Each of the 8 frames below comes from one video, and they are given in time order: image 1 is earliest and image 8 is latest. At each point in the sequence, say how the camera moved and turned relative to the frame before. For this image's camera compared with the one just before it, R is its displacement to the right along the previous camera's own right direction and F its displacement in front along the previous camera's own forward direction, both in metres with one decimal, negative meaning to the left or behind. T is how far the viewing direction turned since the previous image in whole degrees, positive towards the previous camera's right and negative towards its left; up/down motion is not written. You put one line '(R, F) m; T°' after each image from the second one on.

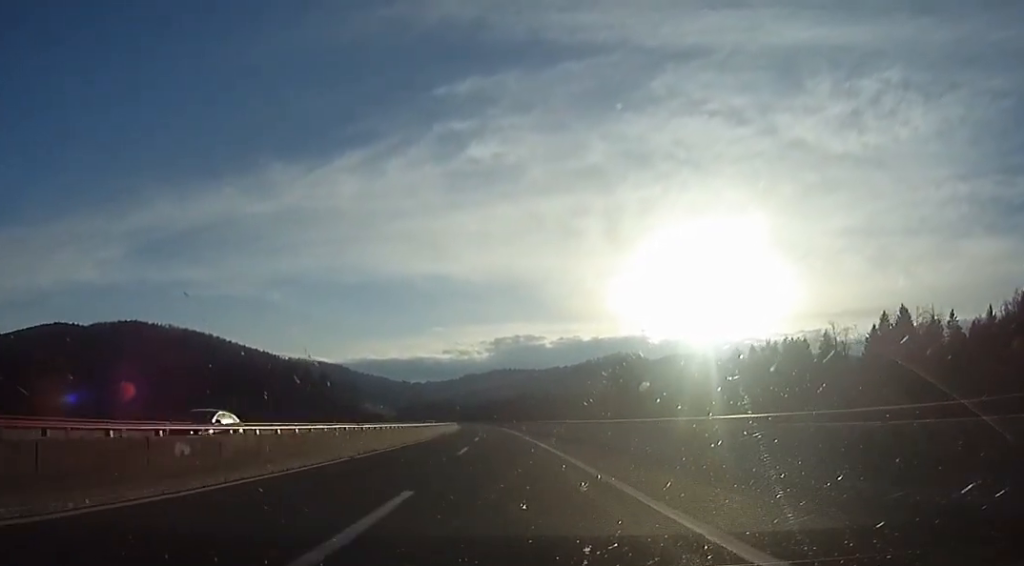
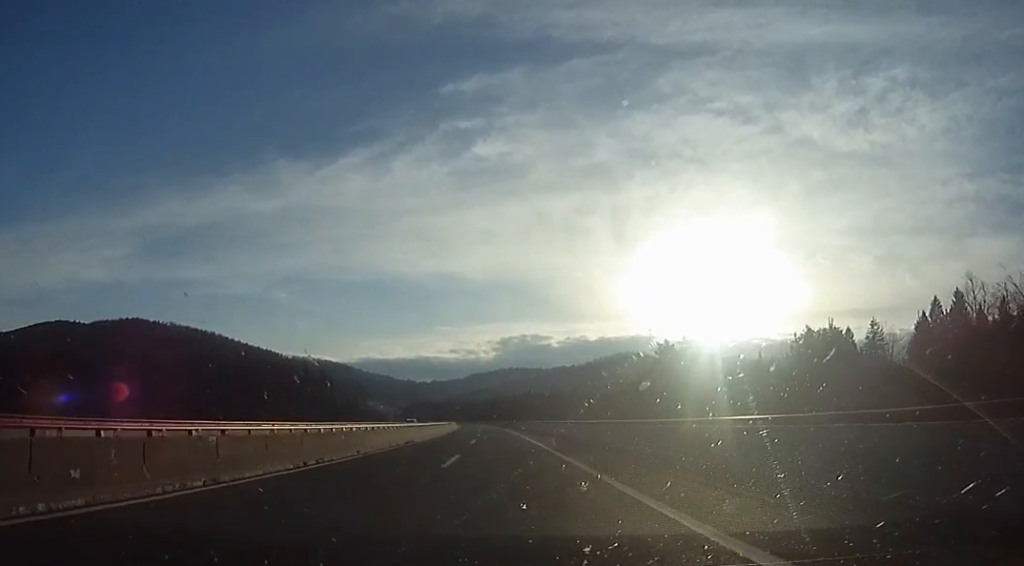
(+0.5, +24.3) m; +2°
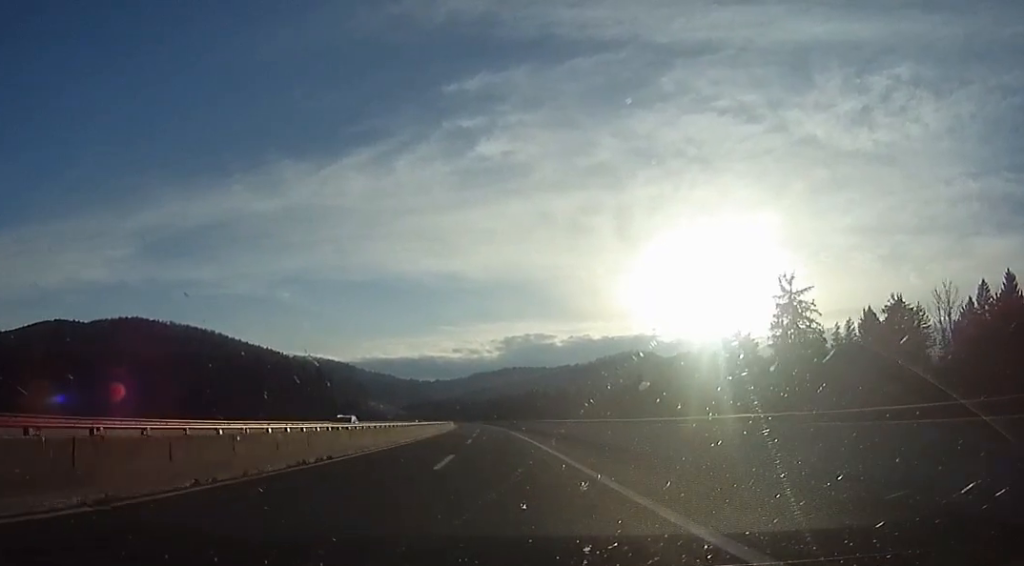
(+0.9, +20.0) m; 0°
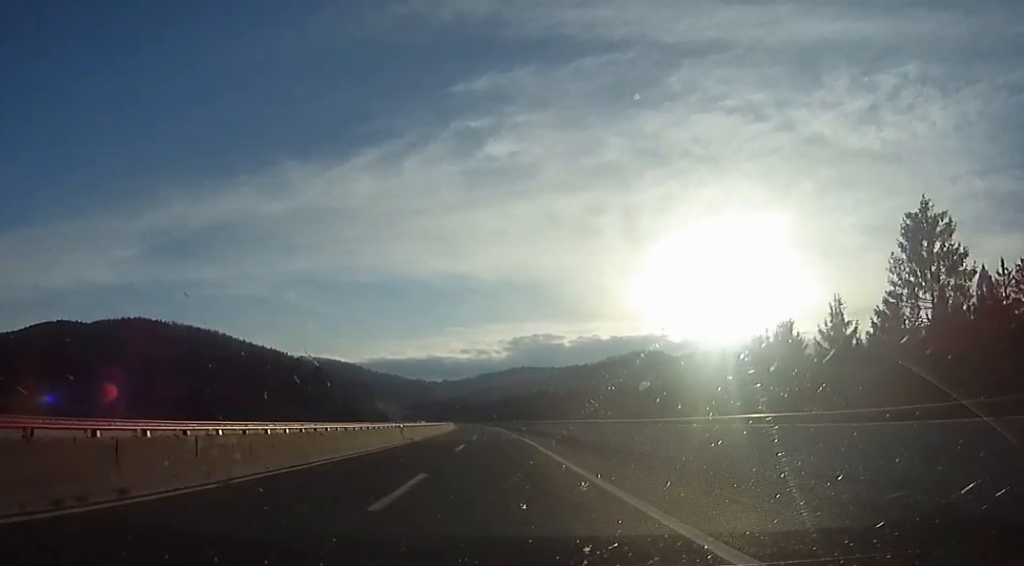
(-1.4, +25.8) m; -3°
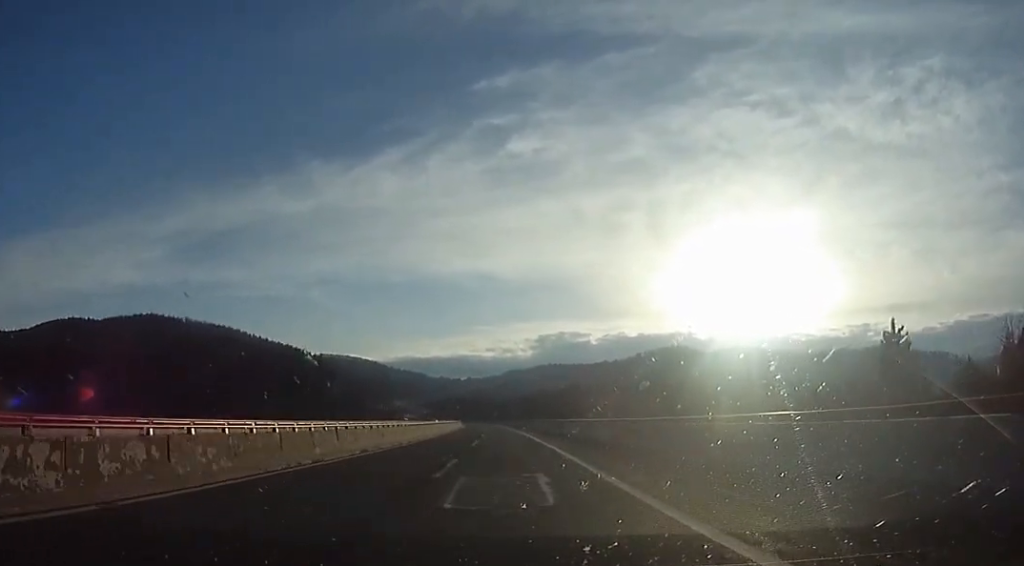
(-0.5, +64.6) m; -2°
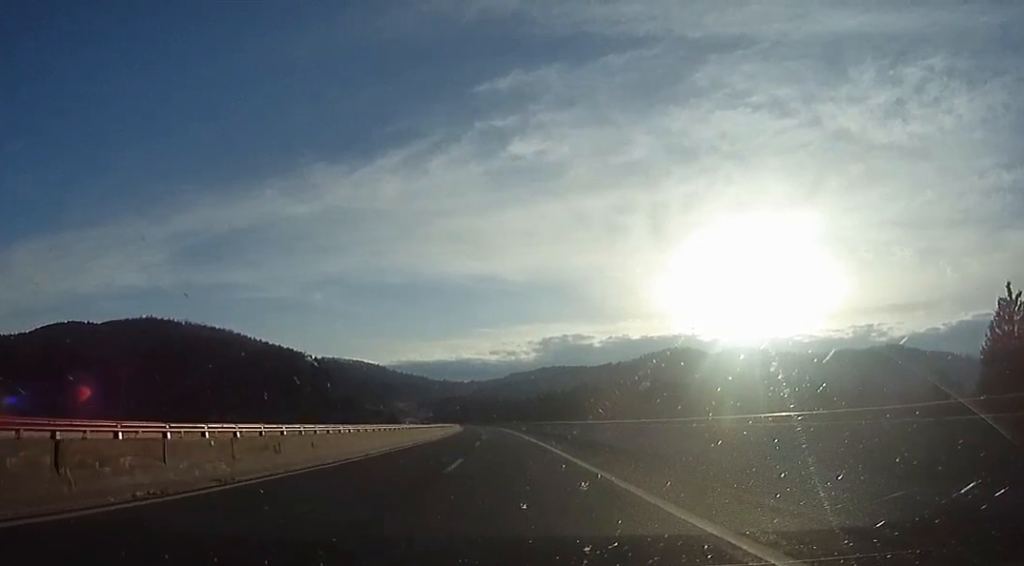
(-0.5, +15.2) m; 0°
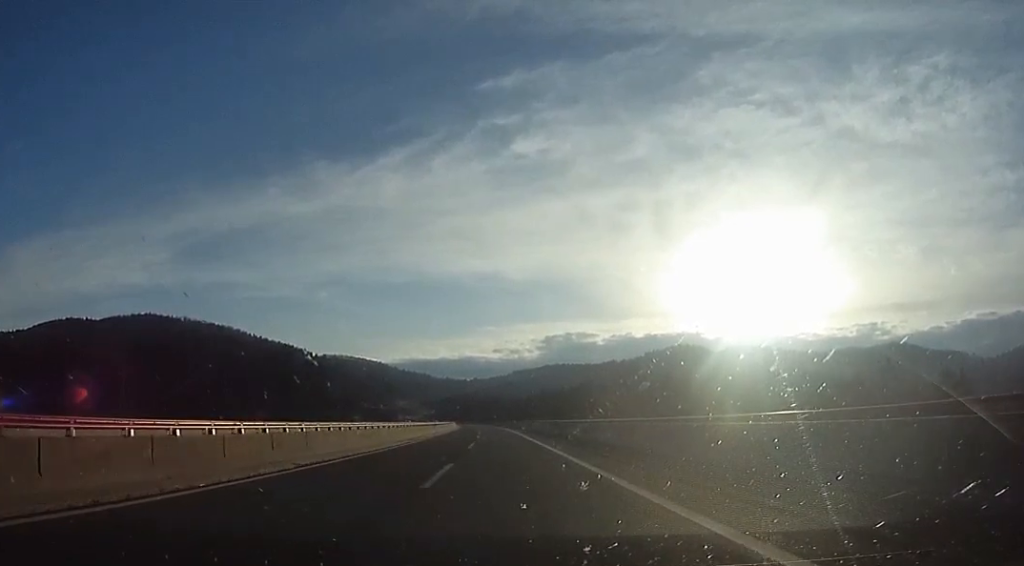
(+0.3, +21.4) m; 0°
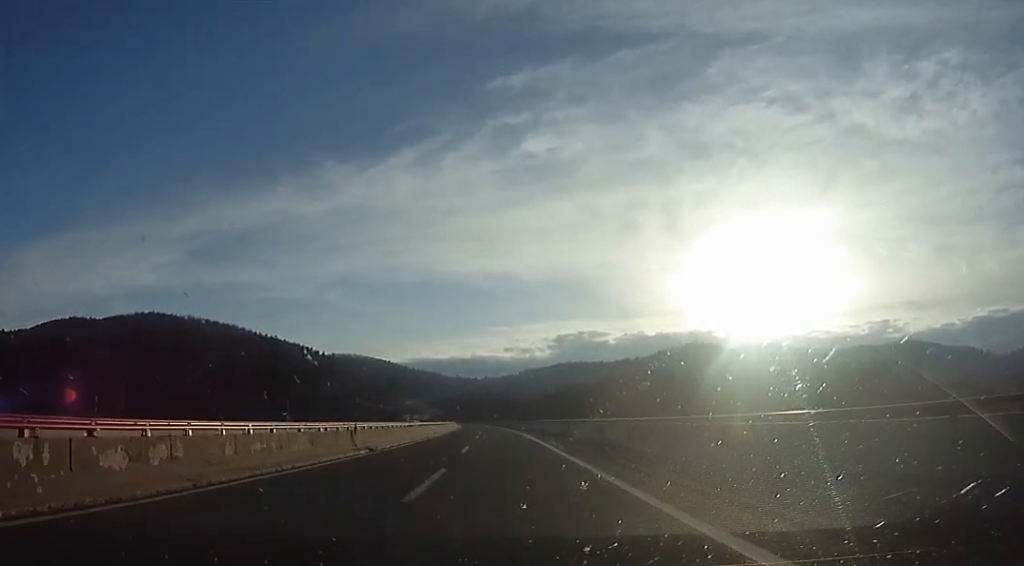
(-0.3, +35.2) m; -1°
